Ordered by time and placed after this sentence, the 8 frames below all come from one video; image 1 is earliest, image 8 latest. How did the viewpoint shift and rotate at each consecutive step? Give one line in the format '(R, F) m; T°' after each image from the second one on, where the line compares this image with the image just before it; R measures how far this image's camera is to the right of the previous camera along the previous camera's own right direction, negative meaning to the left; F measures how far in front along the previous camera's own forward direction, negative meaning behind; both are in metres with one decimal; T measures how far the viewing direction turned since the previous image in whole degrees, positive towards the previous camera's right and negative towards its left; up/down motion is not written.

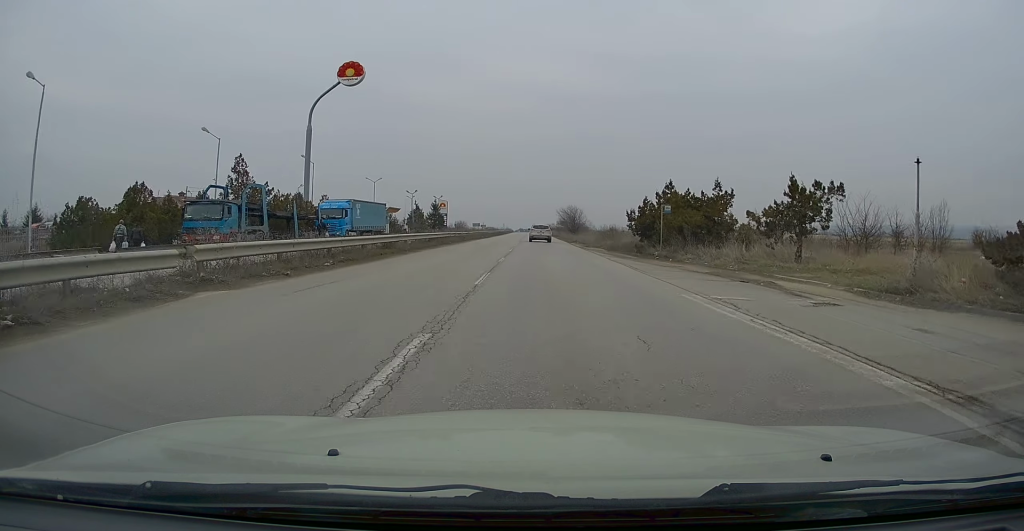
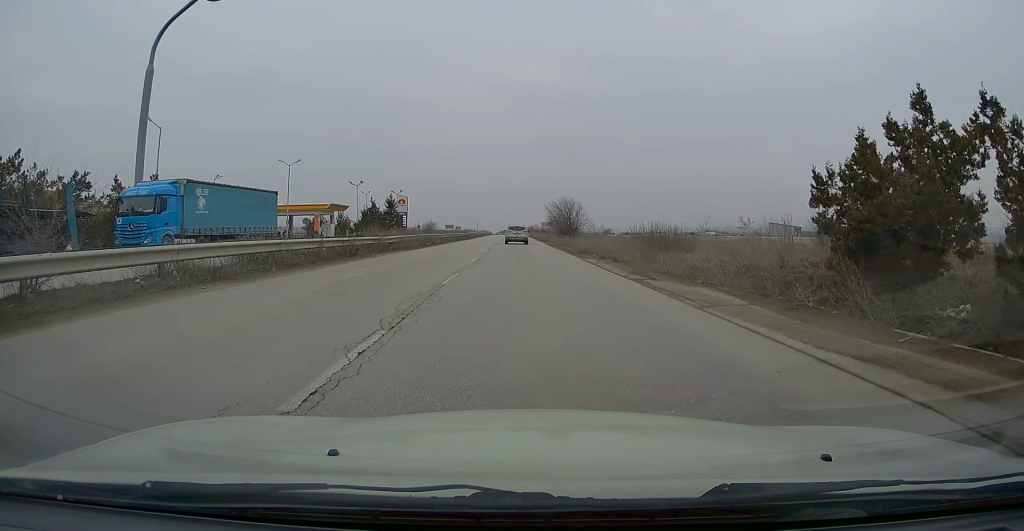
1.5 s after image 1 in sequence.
(+0.2, +26.7) m; 0°
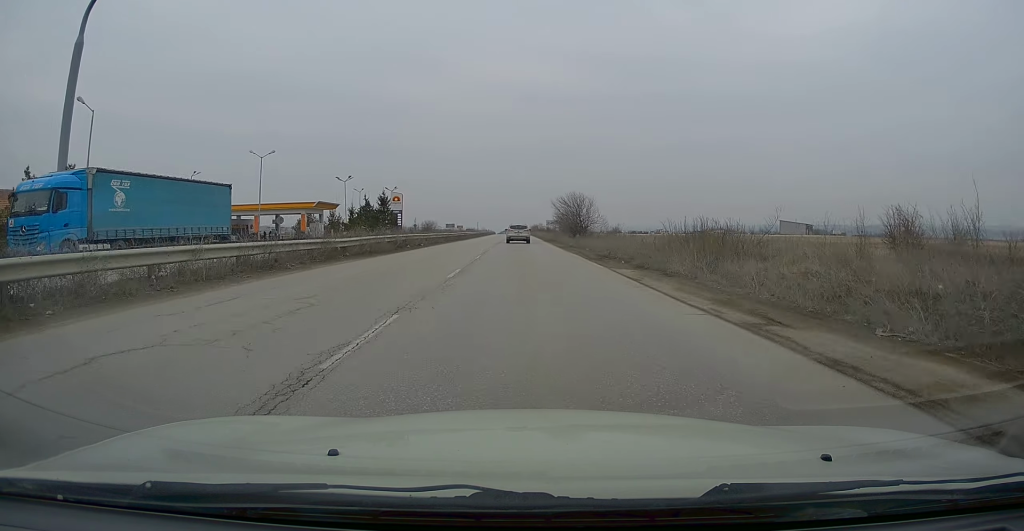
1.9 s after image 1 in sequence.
(-0.2, +7.8) m; 0°
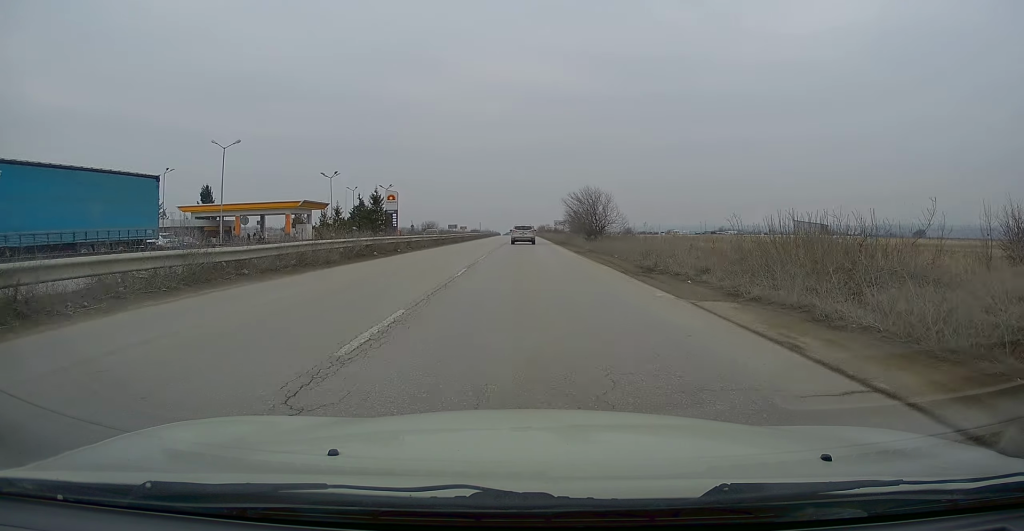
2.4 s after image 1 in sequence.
(0.0, +8.5) m; 0°
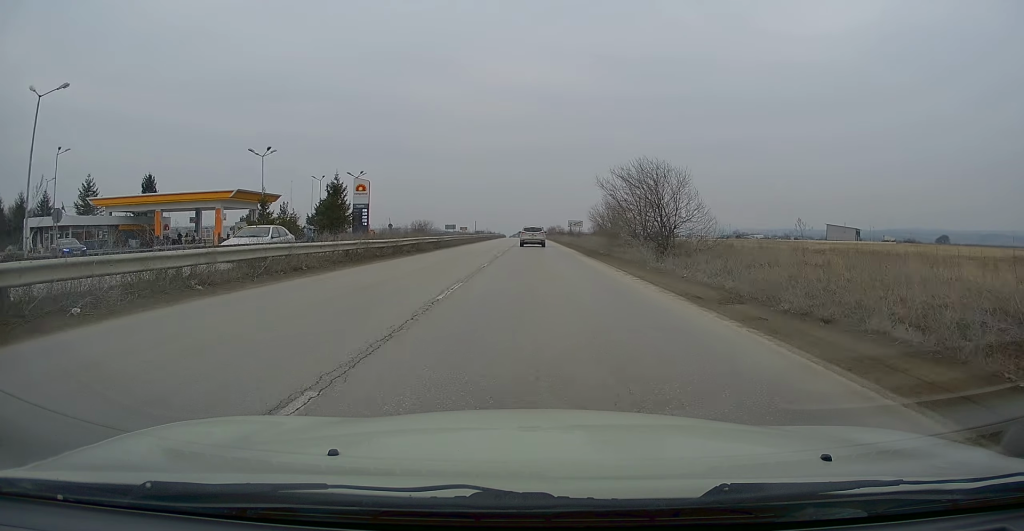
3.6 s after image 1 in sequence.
(+0.3, +22.1) m; 0°
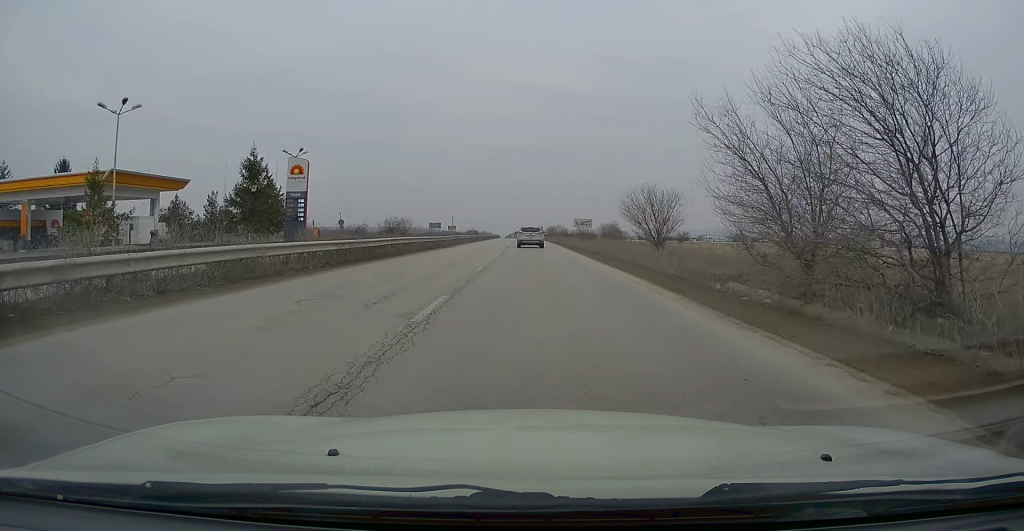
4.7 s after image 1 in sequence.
(-0.1, +20.6) m; 0°
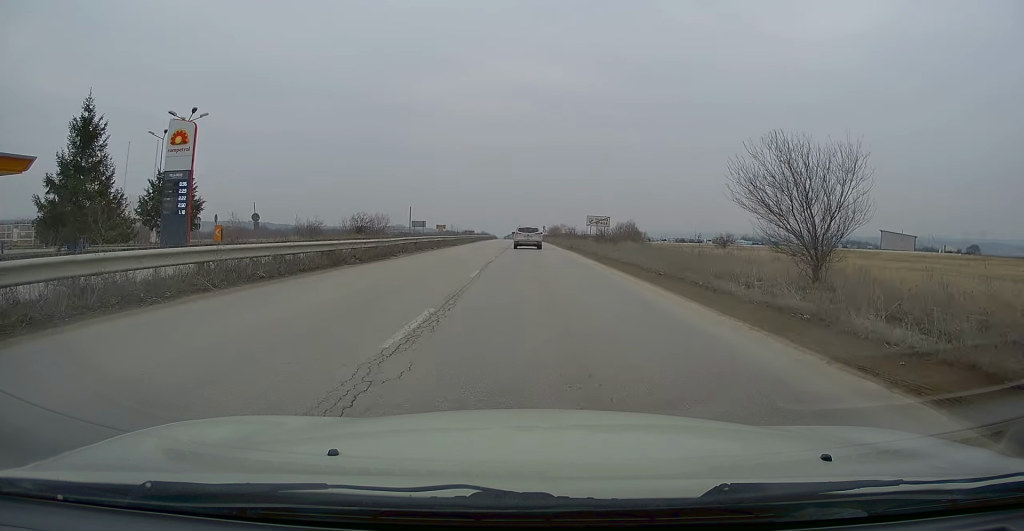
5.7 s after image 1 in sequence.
(0.0, +19.7) m; 0°
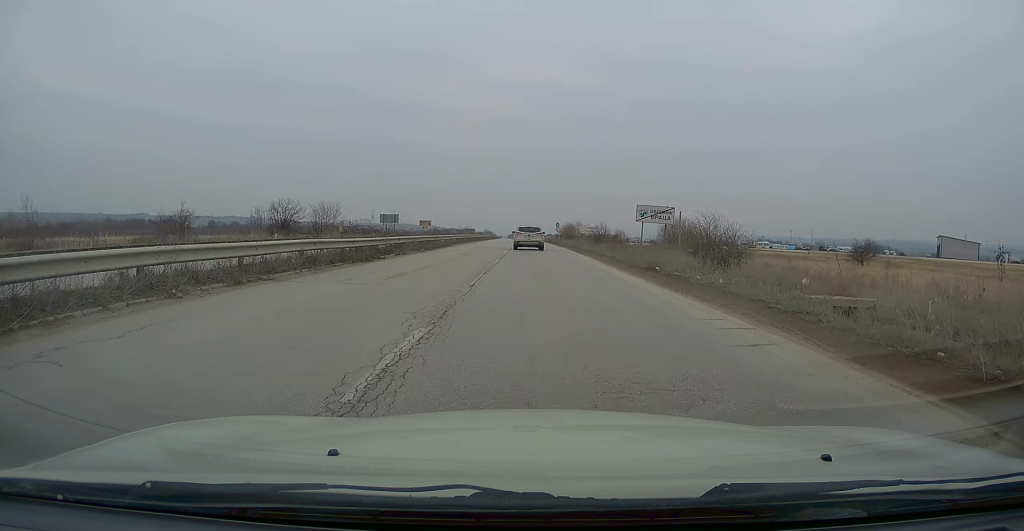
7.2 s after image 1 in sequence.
(-0.2, +28.7) m; -1°
